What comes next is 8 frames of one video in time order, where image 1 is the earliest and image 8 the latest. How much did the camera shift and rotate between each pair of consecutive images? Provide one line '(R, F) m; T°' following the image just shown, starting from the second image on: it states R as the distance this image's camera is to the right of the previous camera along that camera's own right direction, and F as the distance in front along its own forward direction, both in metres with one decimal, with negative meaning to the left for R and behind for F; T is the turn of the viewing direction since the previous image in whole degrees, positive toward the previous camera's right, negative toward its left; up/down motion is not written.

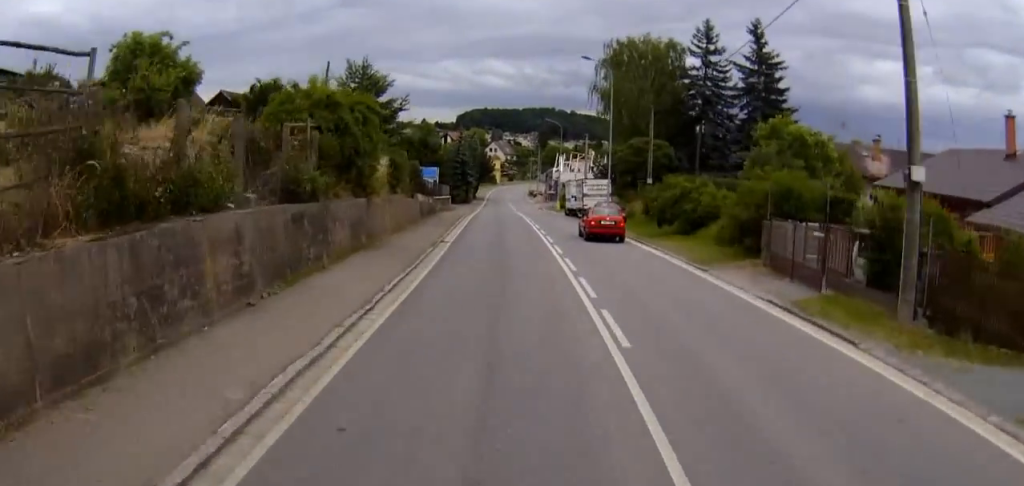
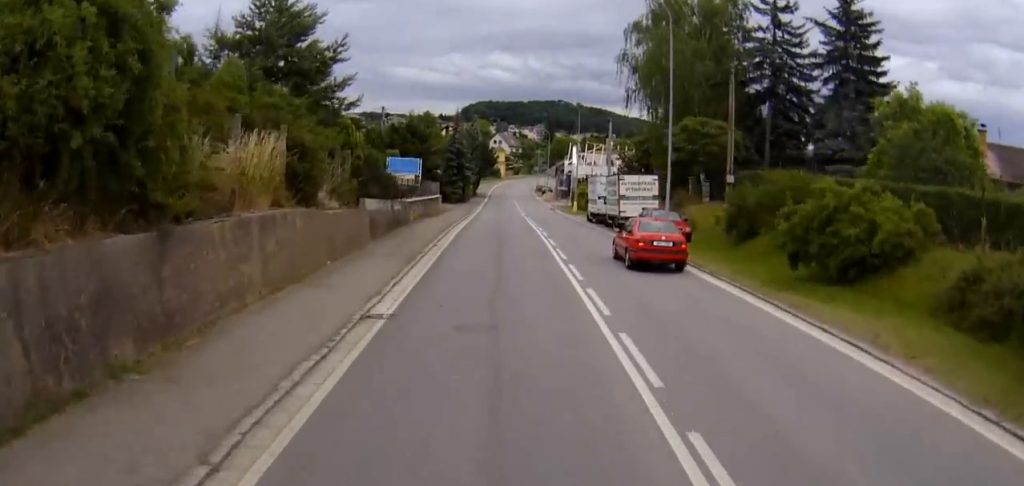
(-0.2, +15.8) m; -1°
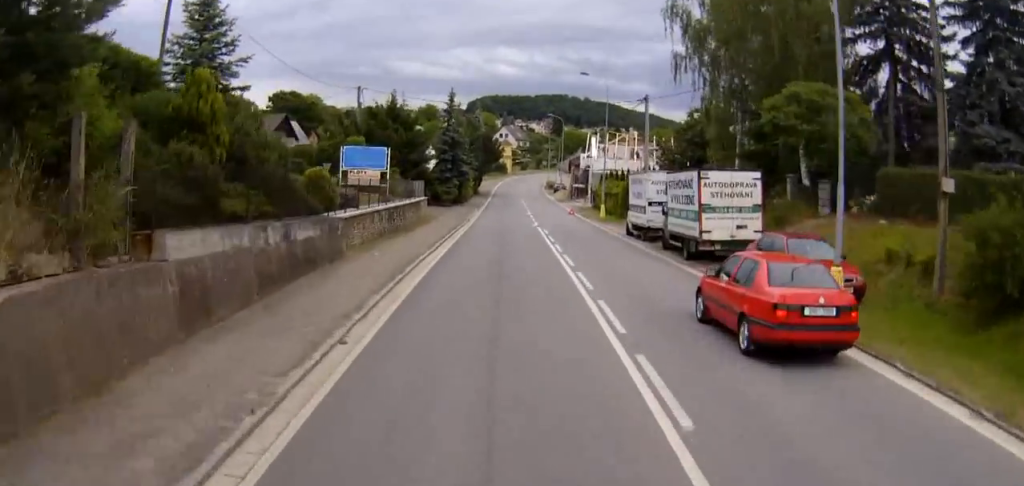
(-0.1, +15.4) m; -1°
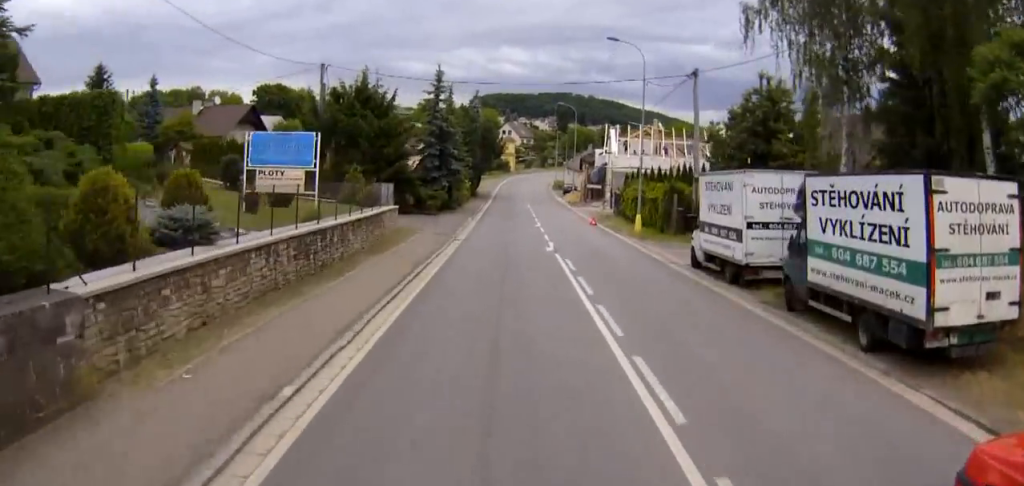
(-0.3, +14.2) m; 0°
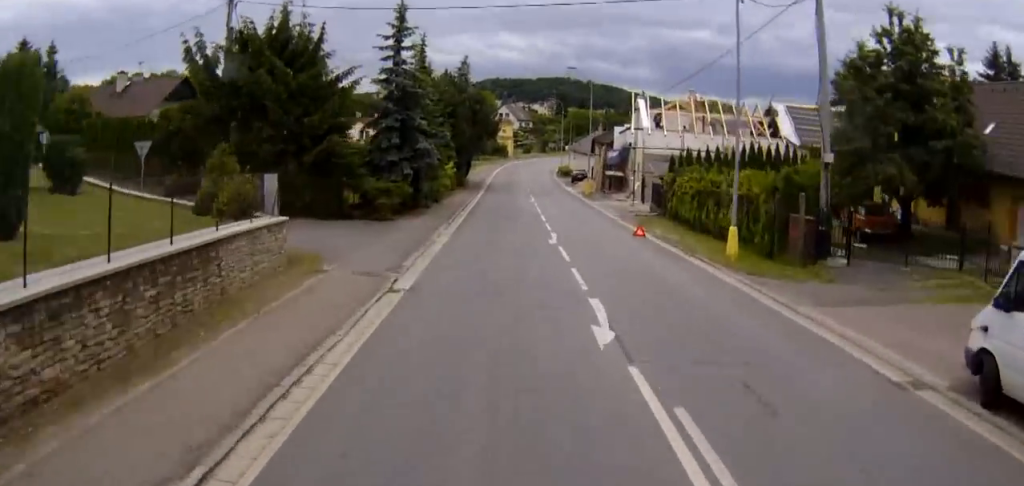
(+0.2, +17.3) m; +1°
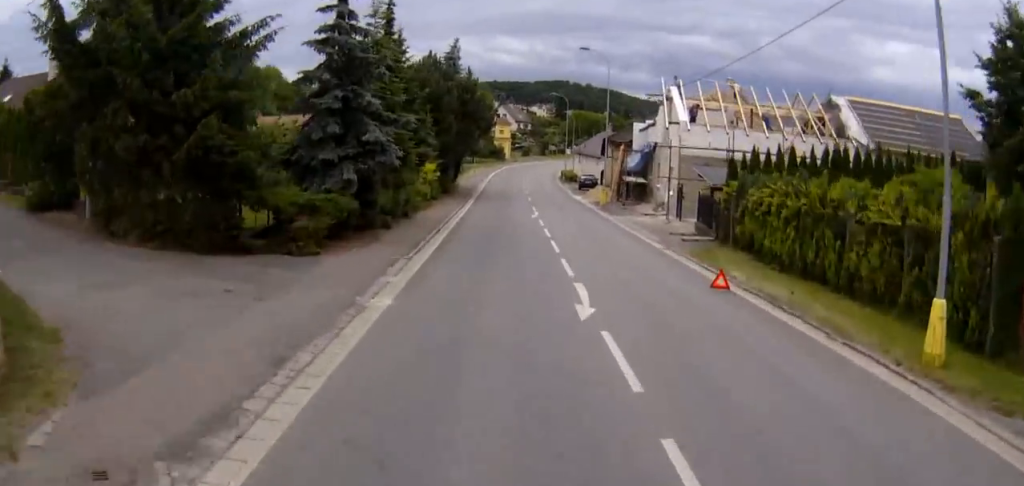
(+0.1, +11.6) m; +1°
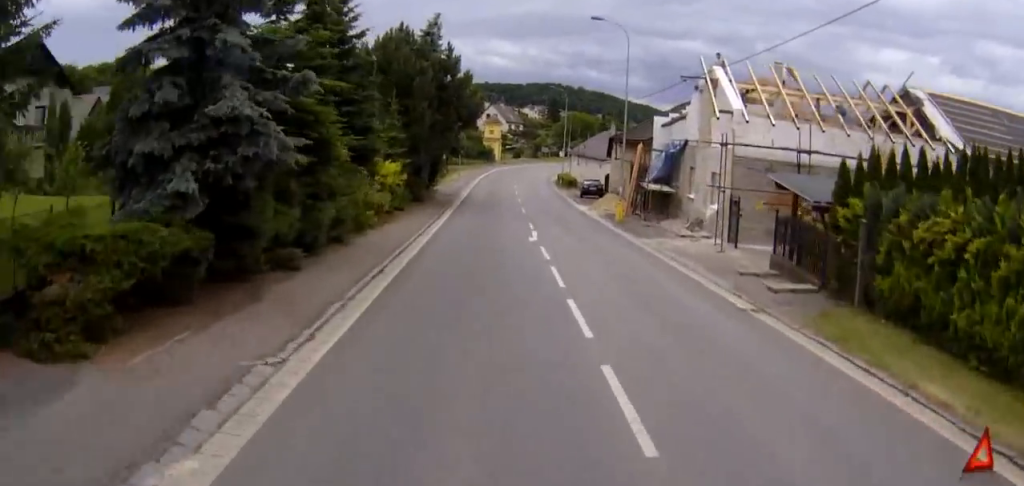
(0.0, +11.0) m; 0°
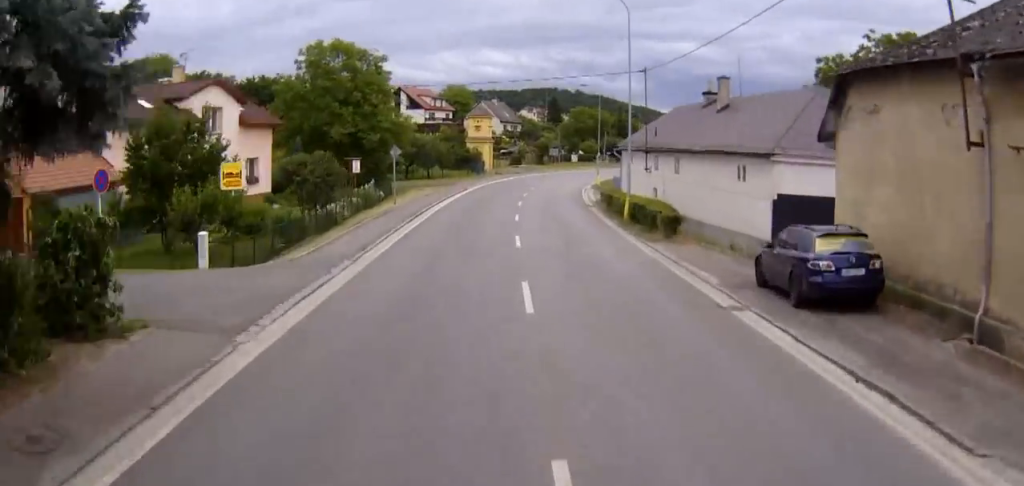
(+0.3, +43.9) m; +1°
